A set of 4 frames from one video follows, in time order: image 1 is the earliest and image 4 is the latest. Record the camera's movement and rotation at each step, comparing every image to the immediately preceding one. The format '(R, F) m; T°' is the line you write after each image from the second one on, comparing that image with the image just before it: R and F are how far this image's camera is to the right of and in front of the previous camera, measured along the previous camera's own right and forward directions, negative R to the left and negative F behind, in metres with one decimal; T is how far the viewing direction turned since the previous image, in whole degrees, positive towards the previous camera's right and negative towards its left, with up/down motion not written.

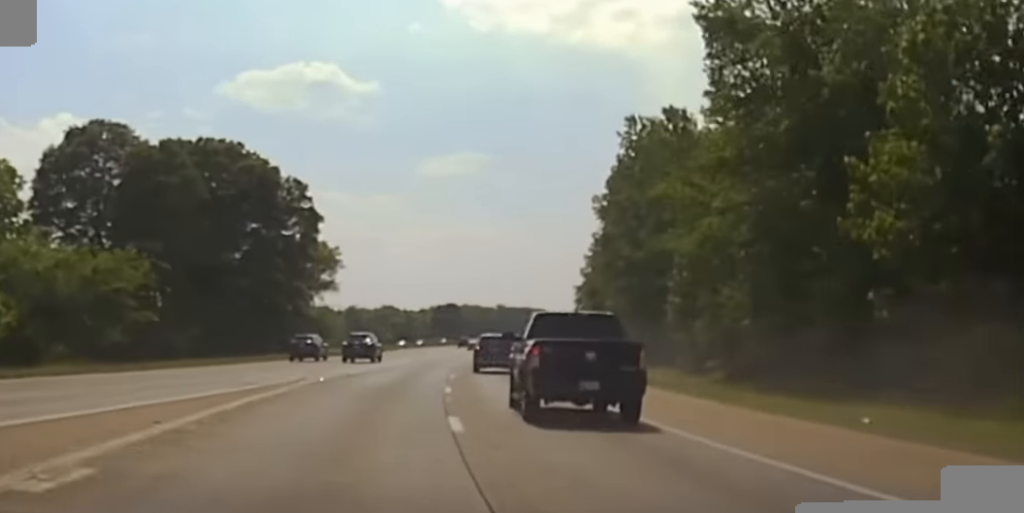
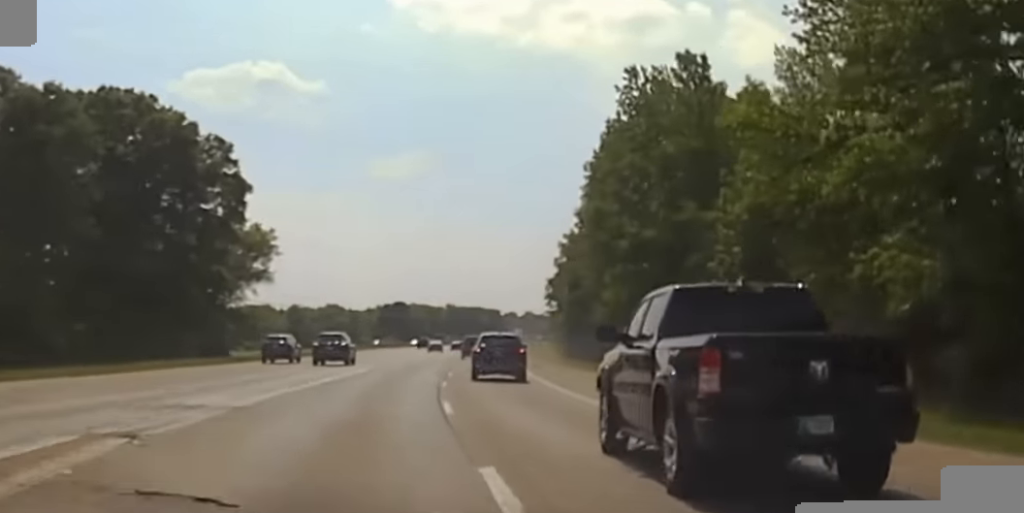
(+0.1, +20.0) m; 0°
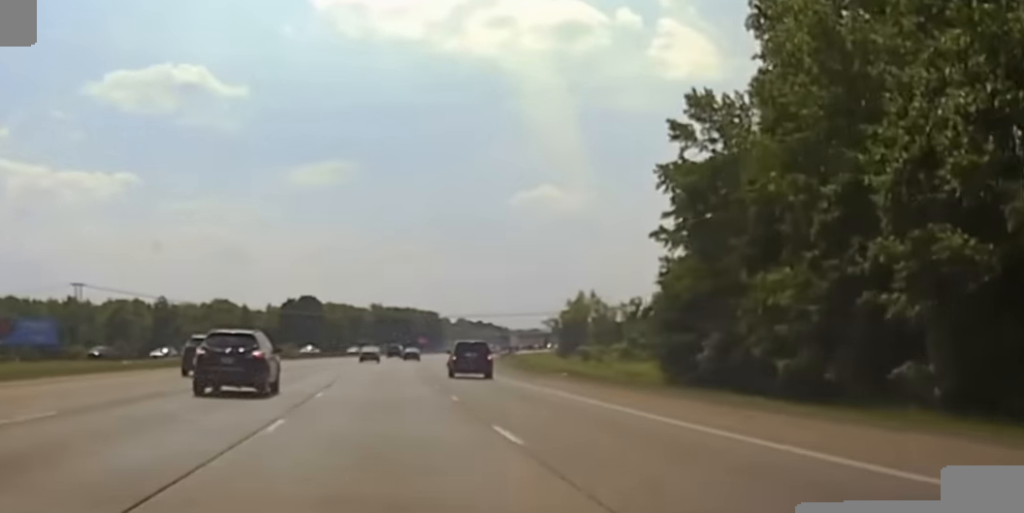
(+0.1, +91.9) m; 0°
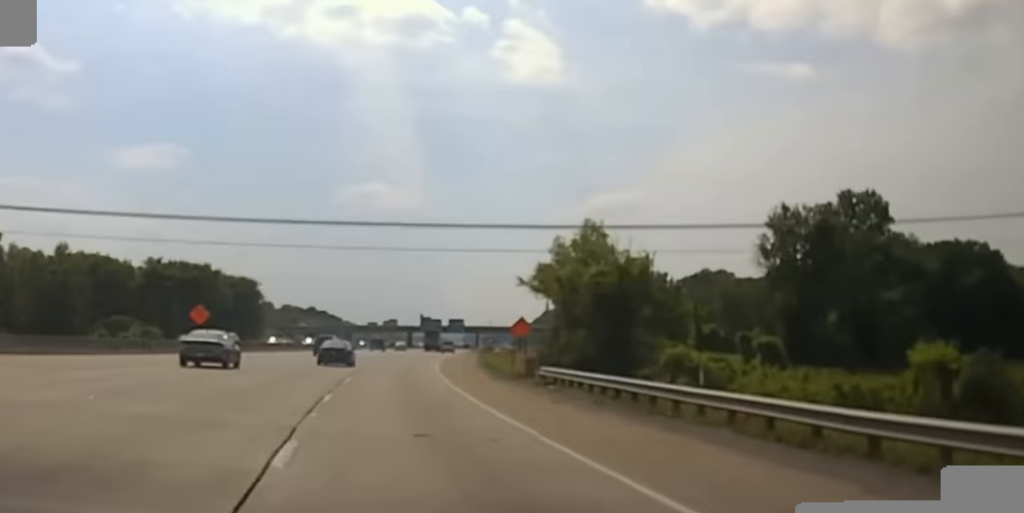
(+18.2, +135.2) m; +13°
